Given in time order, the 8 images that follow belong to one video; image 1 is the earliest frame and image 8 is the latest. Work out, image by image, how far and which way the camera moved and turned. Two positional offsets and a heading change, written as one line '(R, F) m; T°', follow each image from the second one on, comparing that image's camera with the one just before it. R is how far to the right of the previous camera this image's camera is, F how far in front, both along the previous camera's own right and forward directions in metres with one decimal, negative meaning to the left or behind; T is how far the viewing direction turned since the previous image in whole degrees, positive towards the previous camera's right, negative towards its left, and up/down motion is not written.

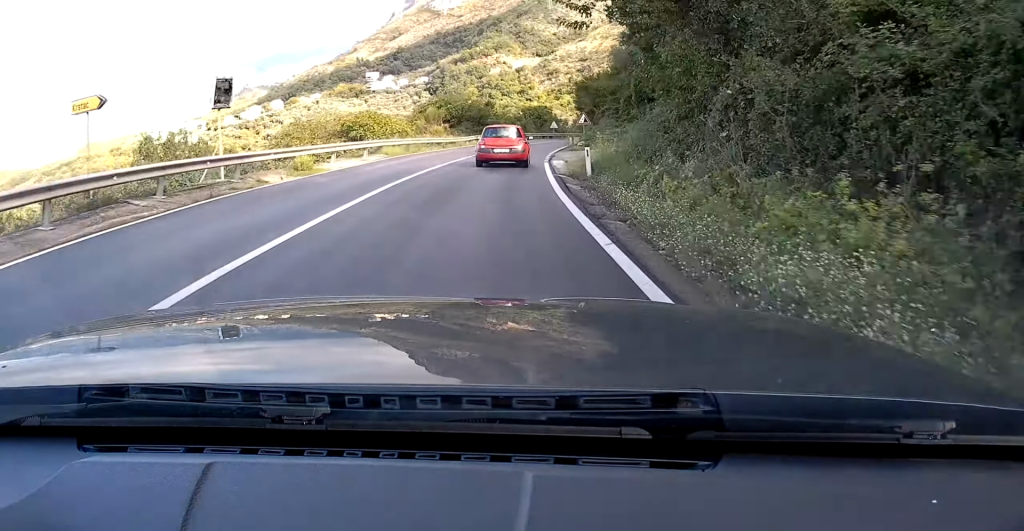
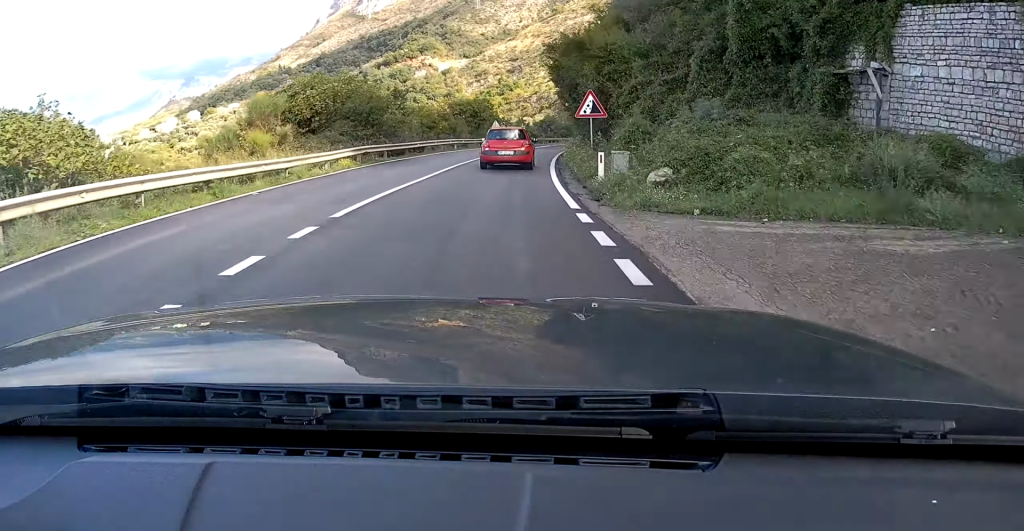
(+2.1, +30.0) m; +6°
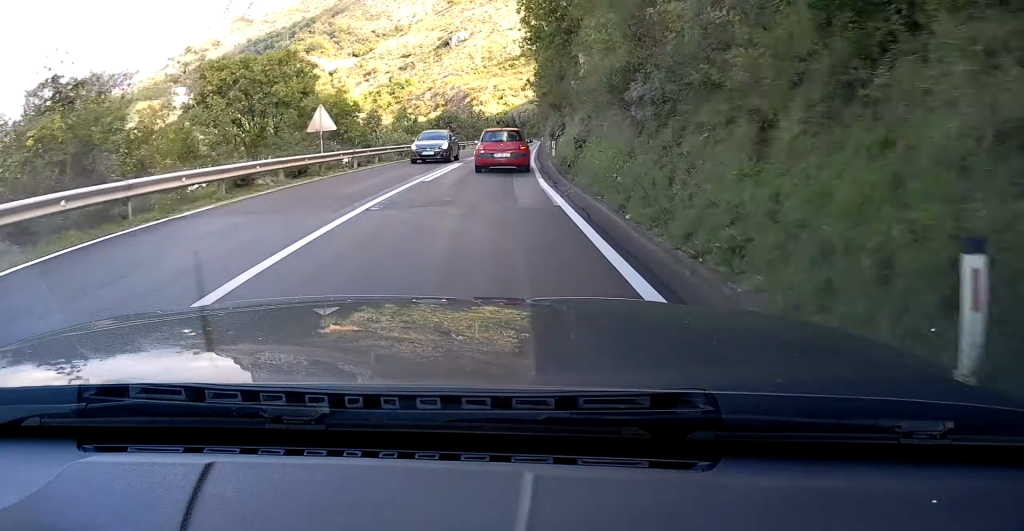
(+2.7, +40.1) m; +7°
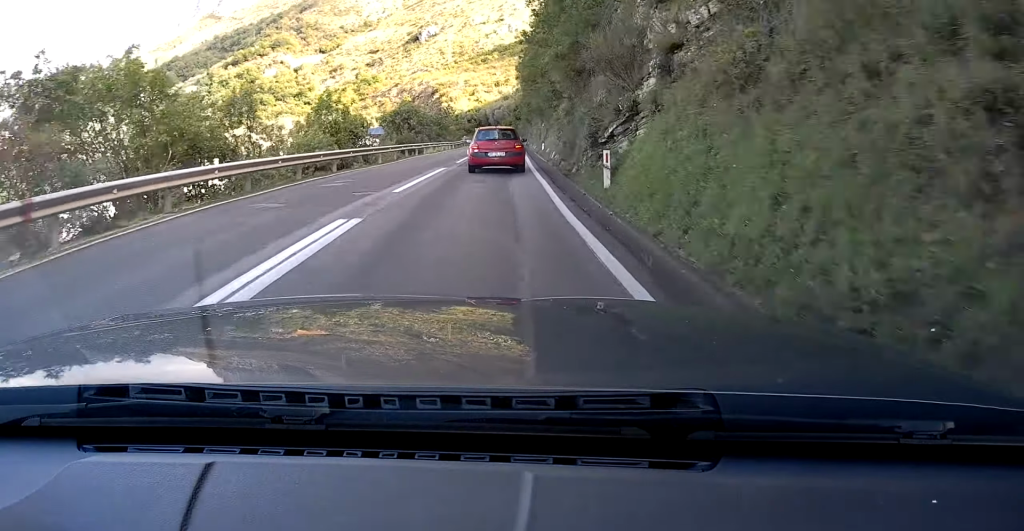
(+0.2, +18.9) m; +2°
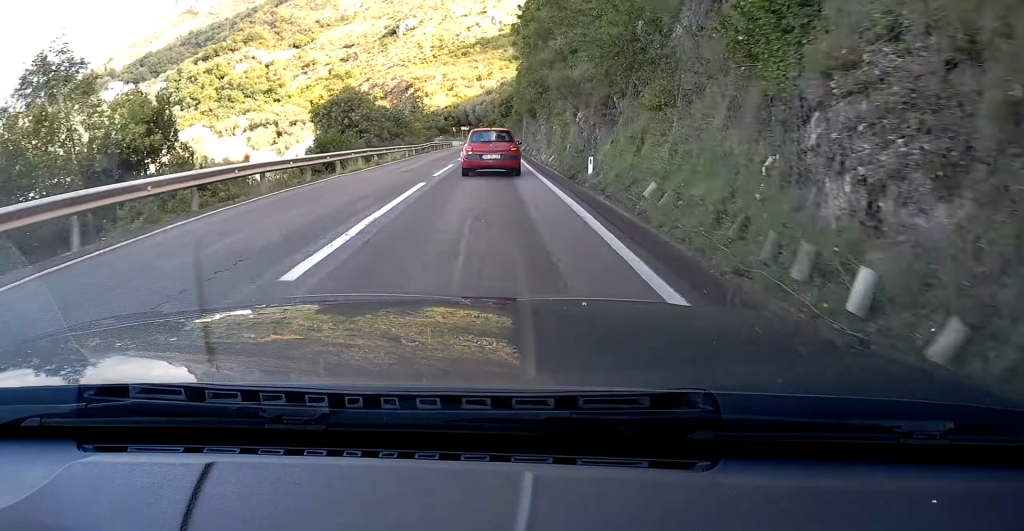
(+0.9, +23.1) m; +2°
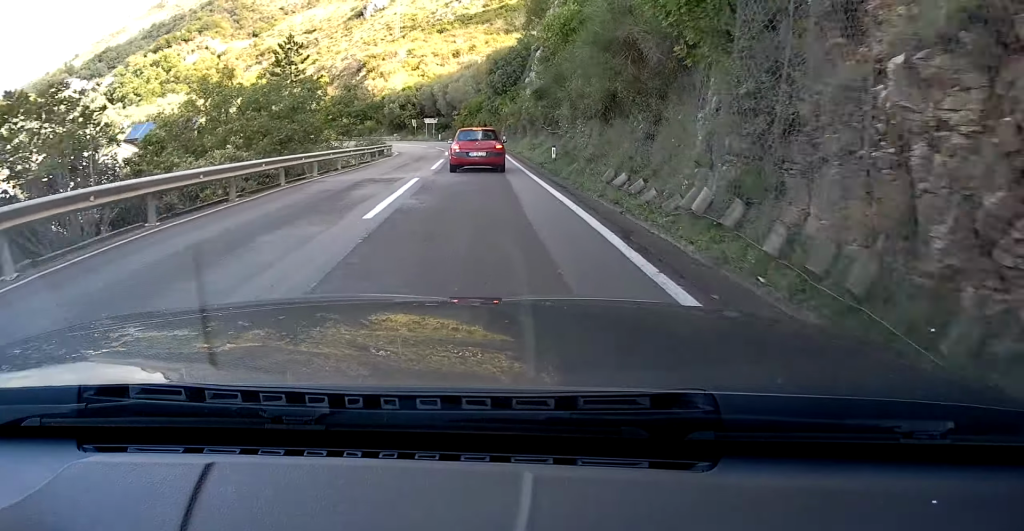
(+0.8, +53.6) m; +1°
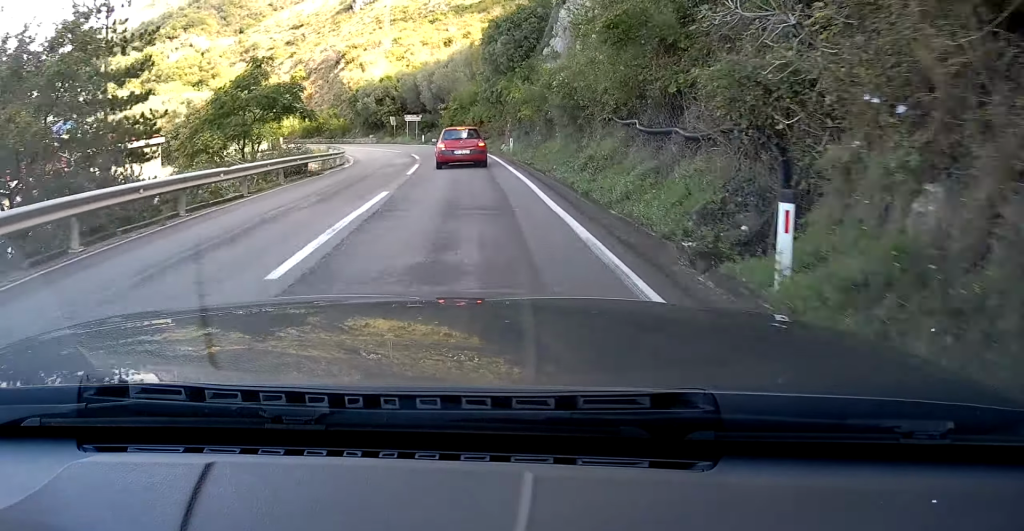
(+0.3, +19.4) m; -1°
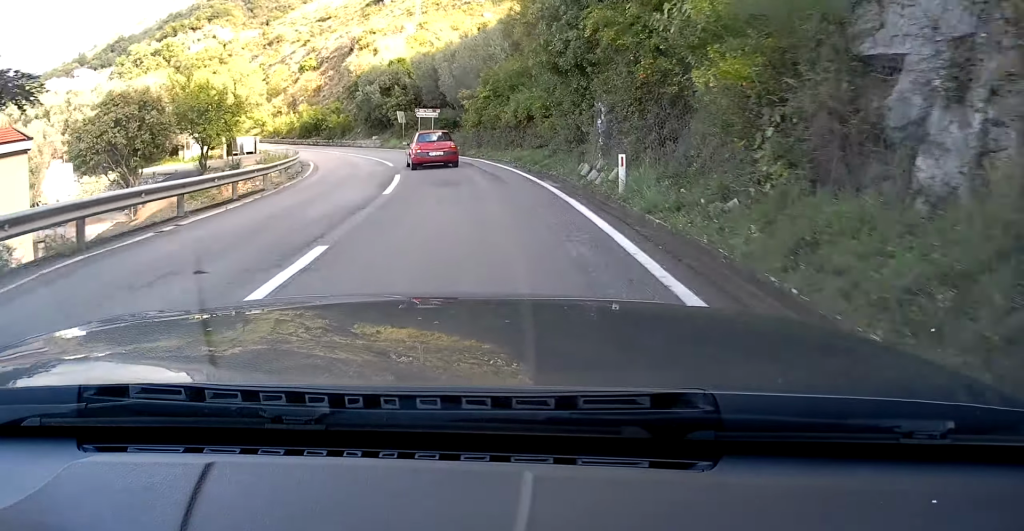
(-0.5, +20.8) m; -5°
